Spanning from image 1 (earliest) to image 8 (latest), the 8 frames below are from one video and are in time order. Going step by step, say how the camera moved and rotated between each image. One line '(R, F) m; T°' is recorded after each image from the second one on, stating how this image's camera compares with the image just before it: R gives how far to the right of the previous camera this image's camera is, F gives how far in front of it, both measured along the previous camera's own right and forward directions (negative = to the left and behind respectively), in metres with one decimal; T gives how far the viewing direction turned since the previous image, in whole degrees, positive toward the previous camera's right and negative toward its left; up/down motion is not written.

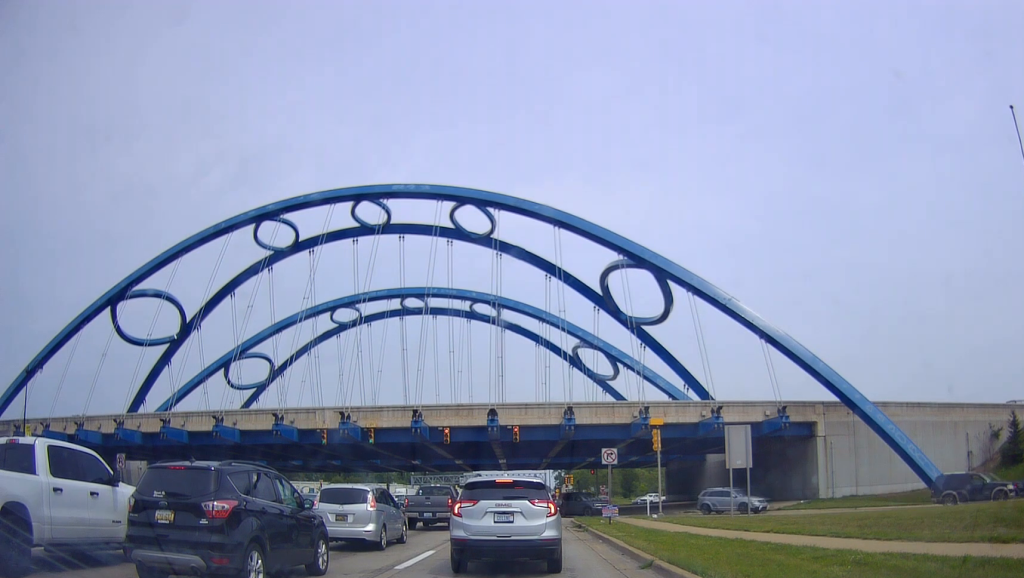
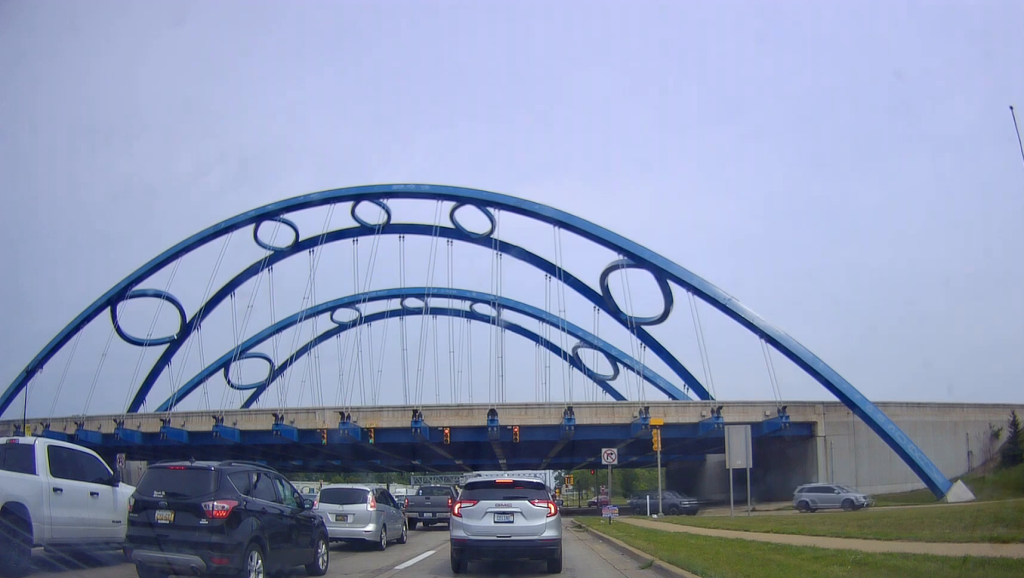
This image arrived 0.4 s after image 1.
(0.0, 0.0) m; 0°
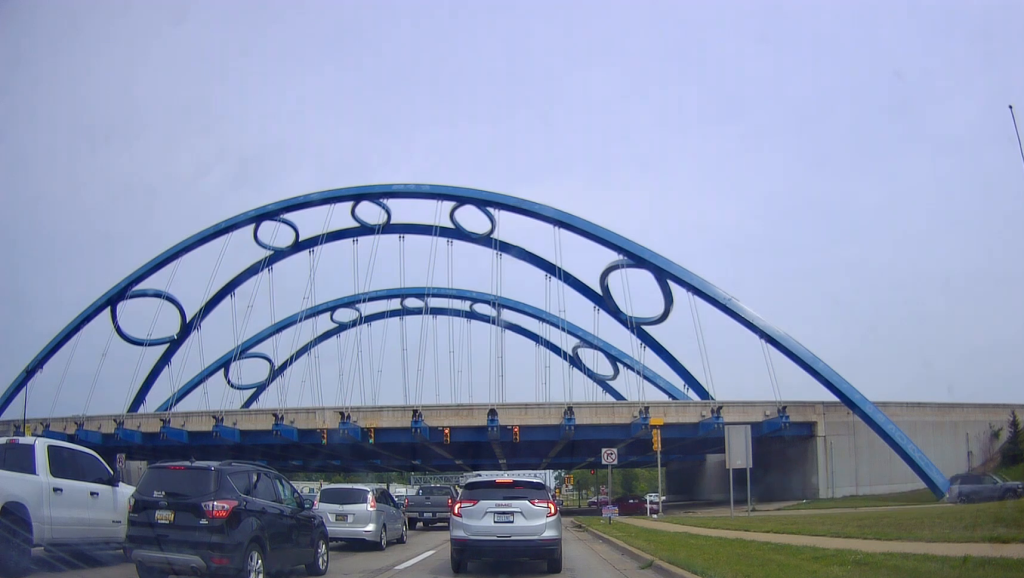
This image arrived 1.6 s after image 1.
(0.0, 0.0) m; 0°
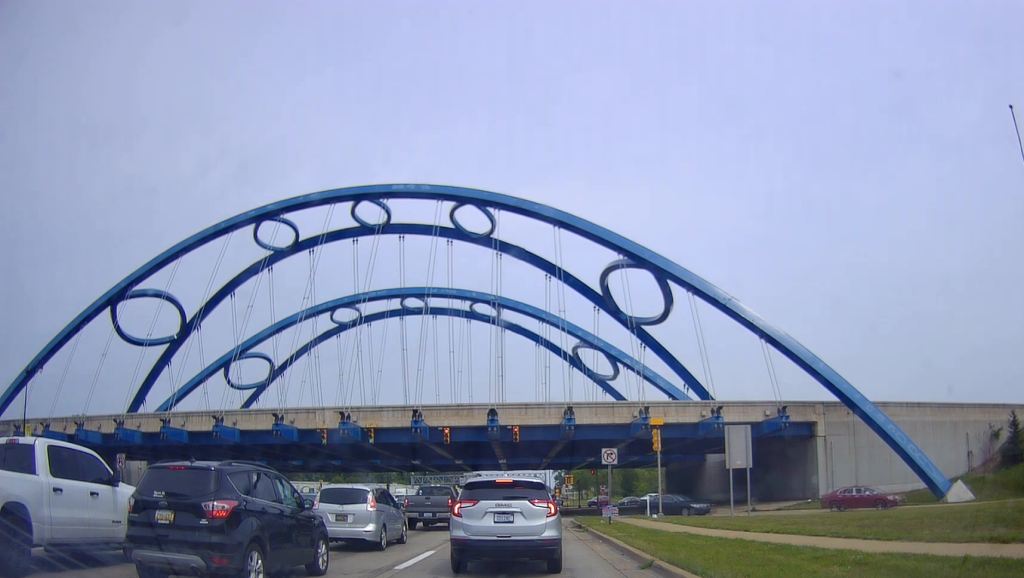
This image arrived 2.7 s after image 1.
(0.0, 0.0) m; 0°
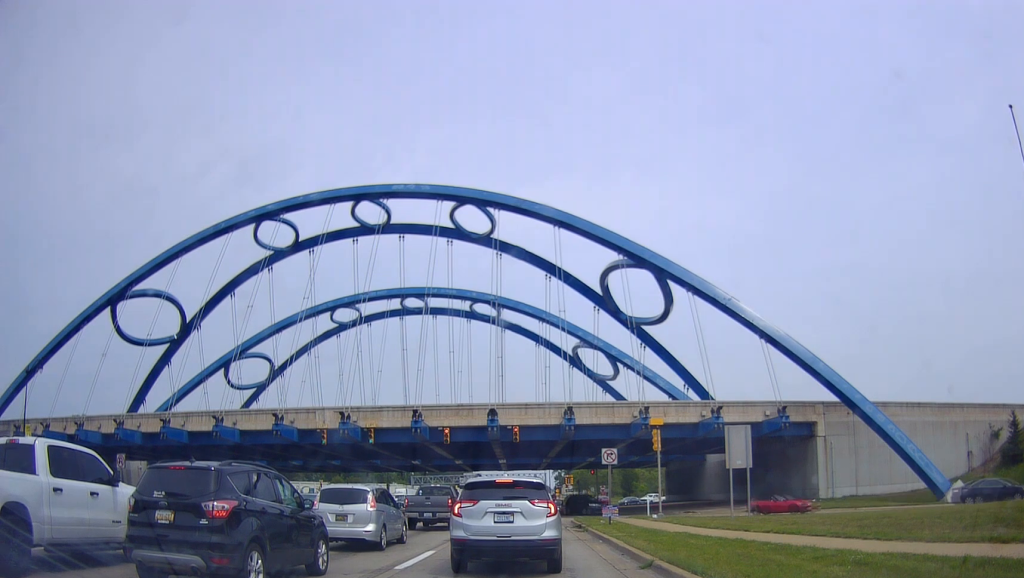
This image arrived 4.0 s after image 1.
(0.0, 0.0) m; 0°
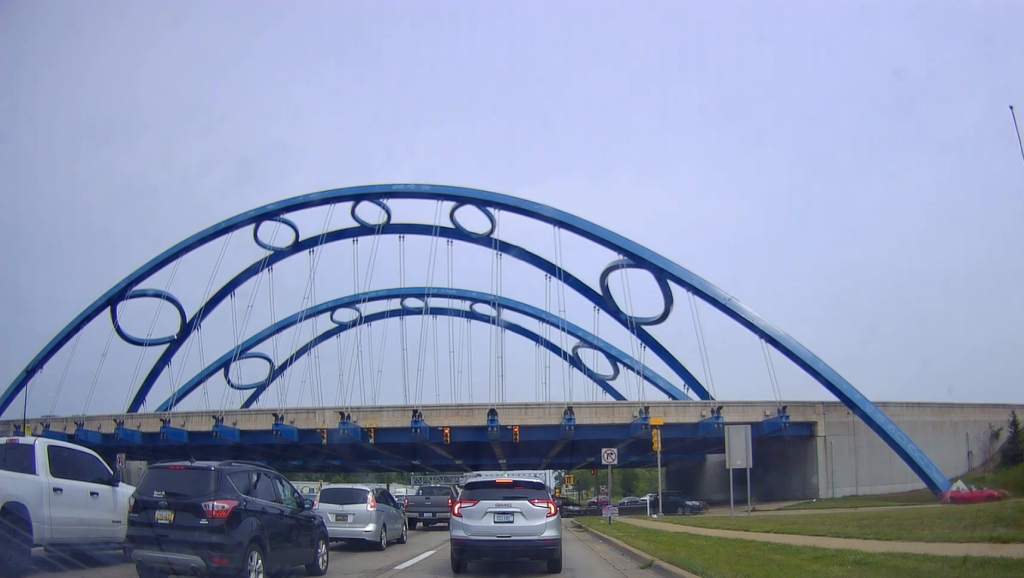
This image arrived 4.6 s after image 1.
(0.0, 0.0) m; 0°
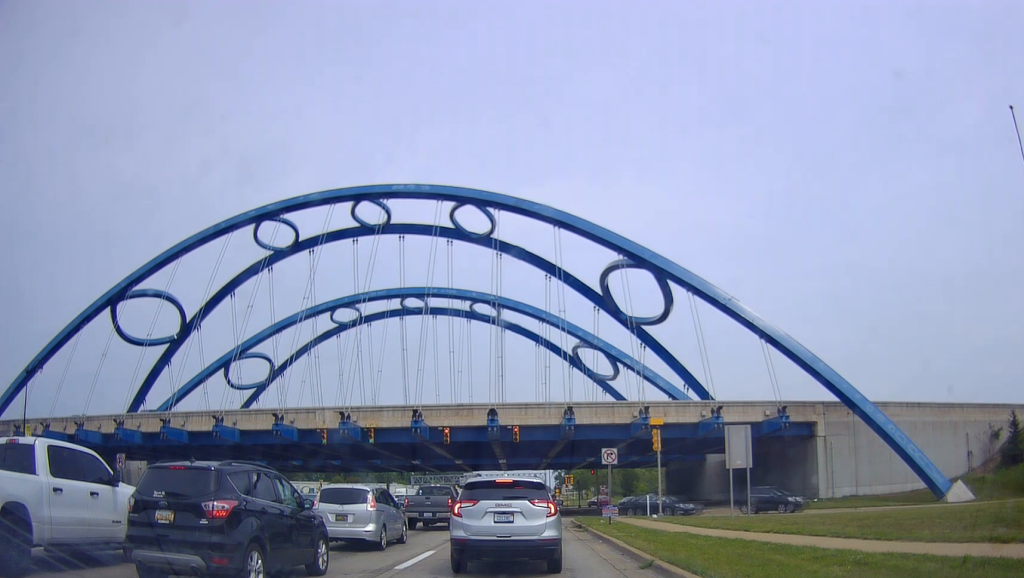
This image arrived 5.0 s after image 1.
(0.0, 0.0) m; 0°
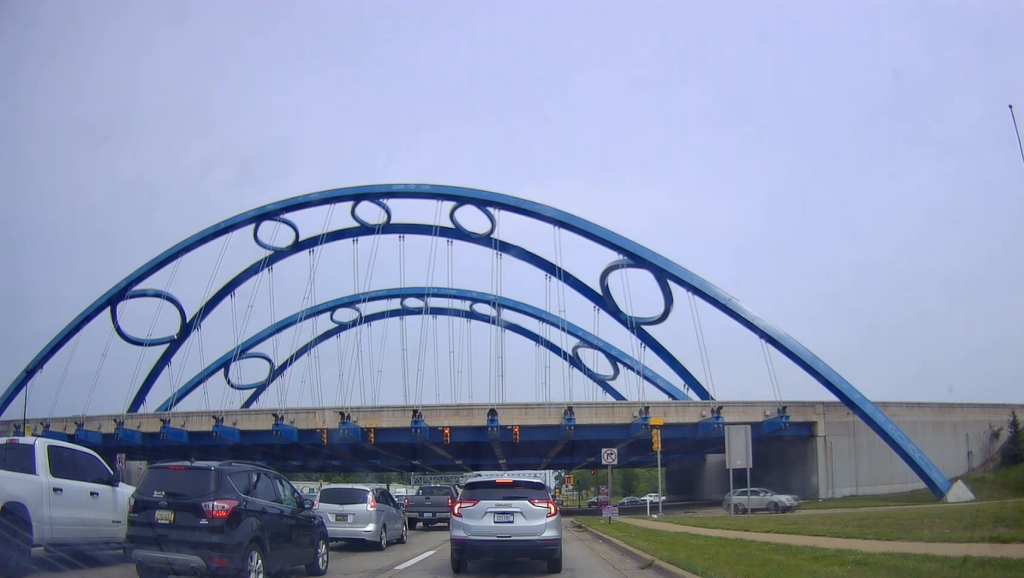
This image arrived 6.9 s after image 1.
(0.0, 0.0) m; 0°
